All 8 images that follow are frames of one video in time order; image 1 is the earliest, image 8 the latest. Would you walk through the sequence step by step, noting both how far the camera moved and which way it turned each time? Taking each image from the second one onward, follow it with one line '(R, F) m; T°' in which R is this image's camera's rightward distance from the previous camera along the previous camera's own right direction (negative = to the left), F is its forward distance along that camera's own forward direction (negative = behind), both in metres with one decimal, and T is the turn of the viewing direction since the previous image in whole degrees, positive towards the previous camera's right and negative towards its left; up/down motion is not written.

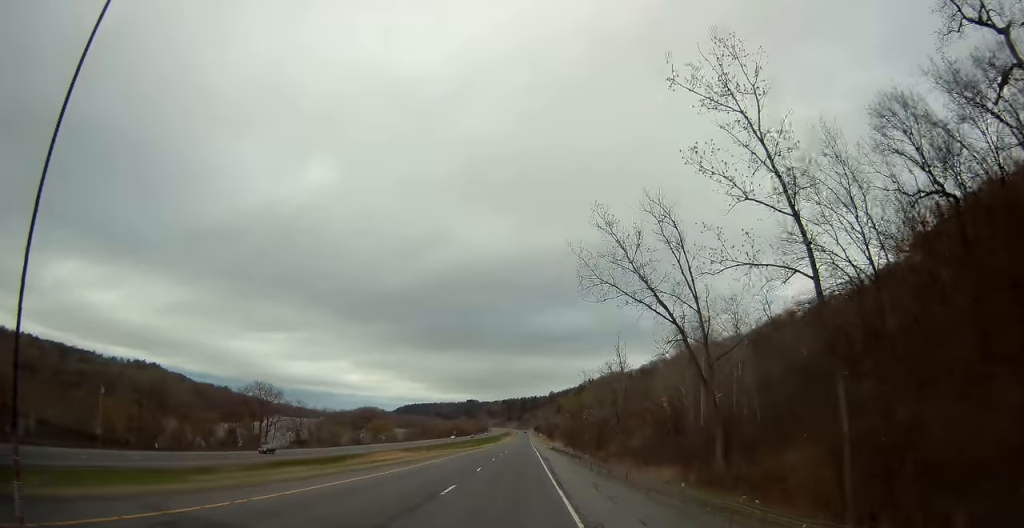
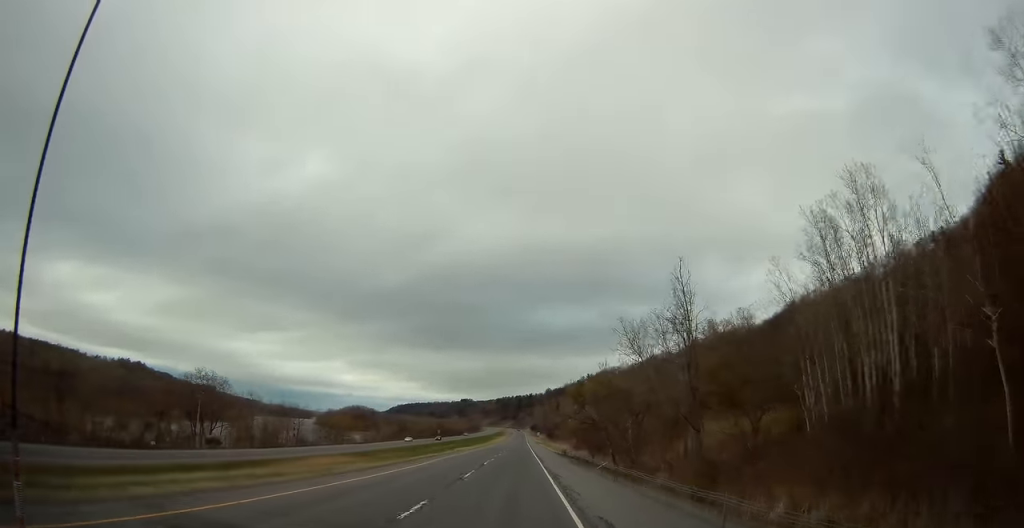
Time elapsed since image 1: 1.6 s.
(-0.4, +41.7) m; -1°
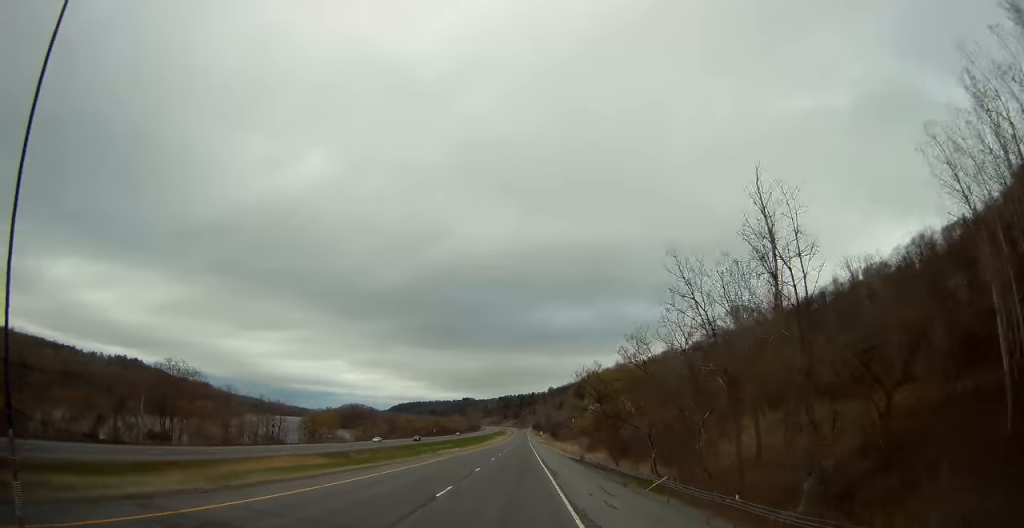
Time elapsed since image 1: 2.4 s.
(-0.2, +19.6) m; 0°
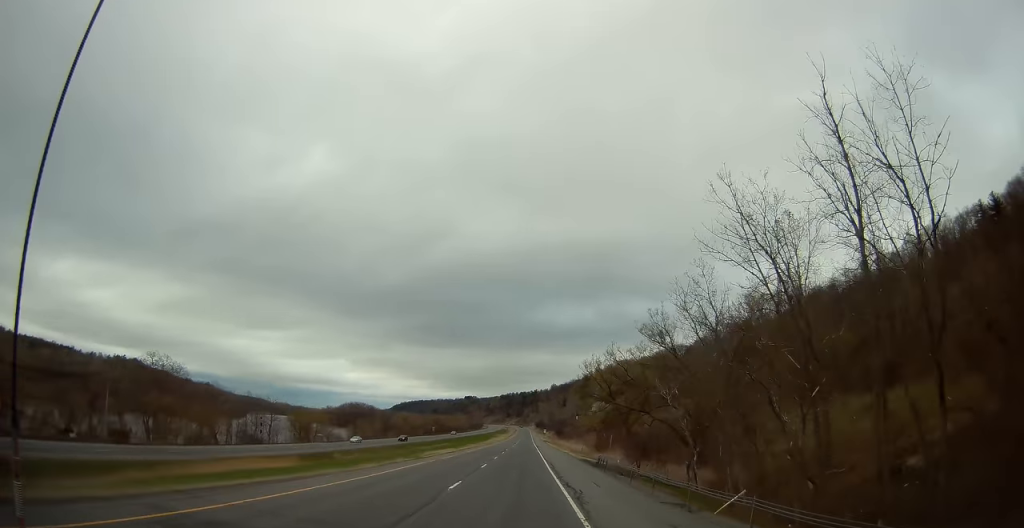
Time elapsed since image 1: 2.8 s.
(+0.1, +10.4) m; 0°
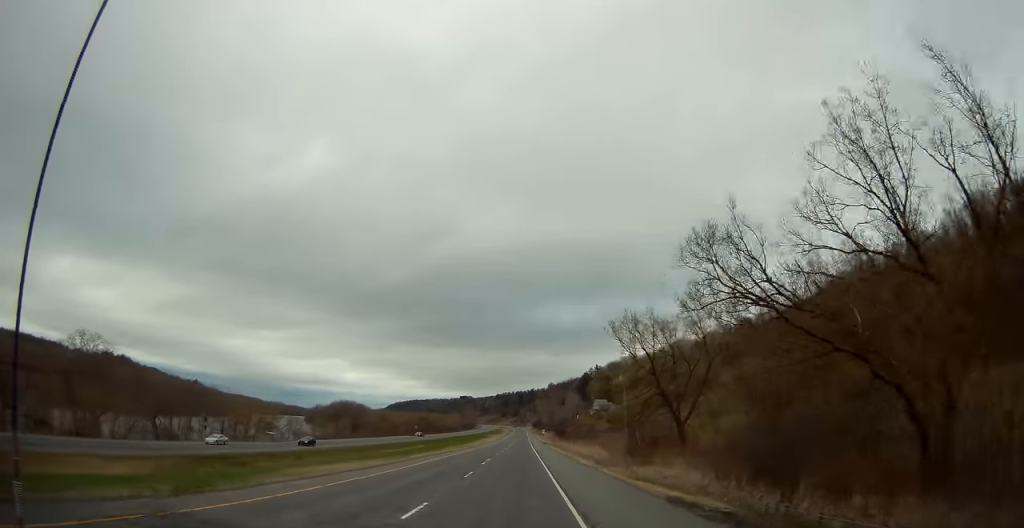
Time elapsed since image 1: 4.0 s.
(0.0, +31.2) m; 0°
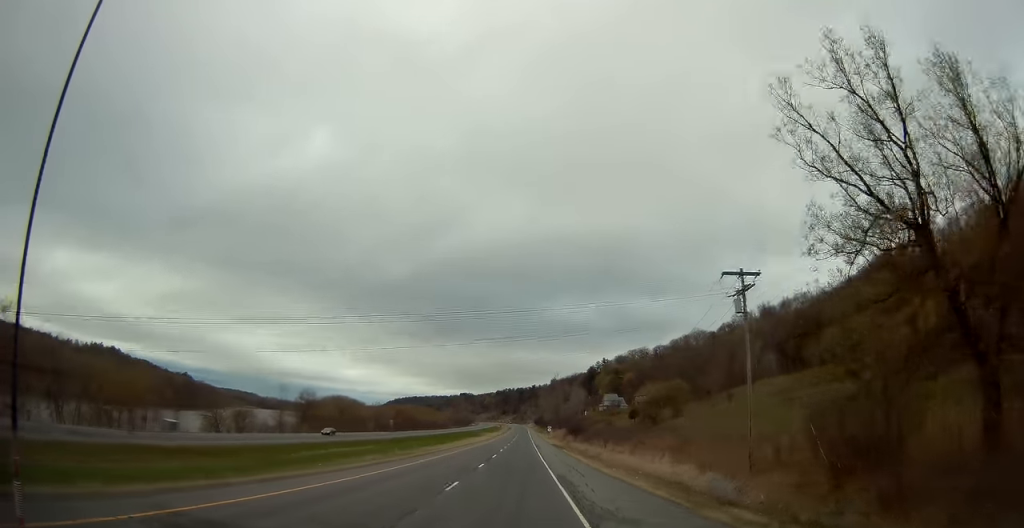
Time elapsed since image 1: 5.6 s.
(+0.3, +40.9) m; +1°
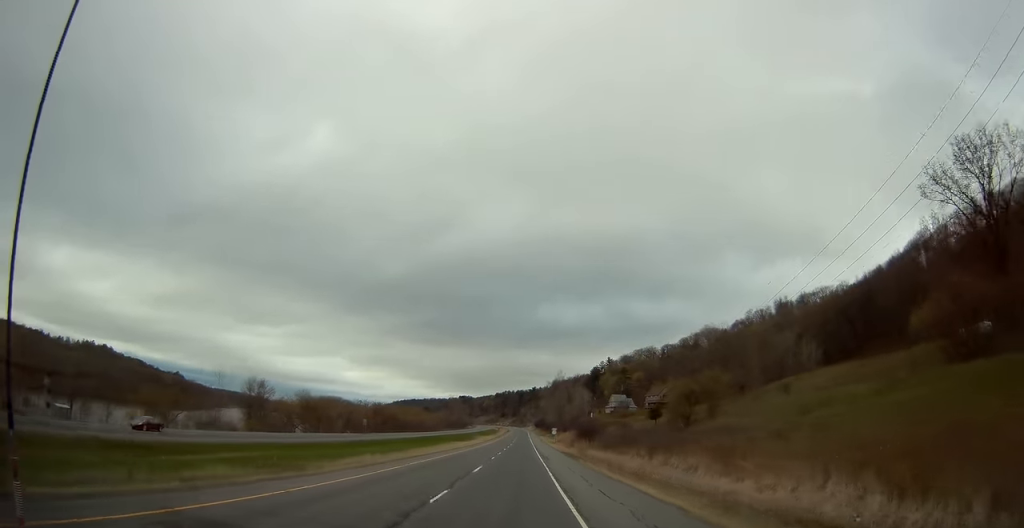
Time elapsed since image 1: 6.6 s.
(0.0, +27.7) m; 0°
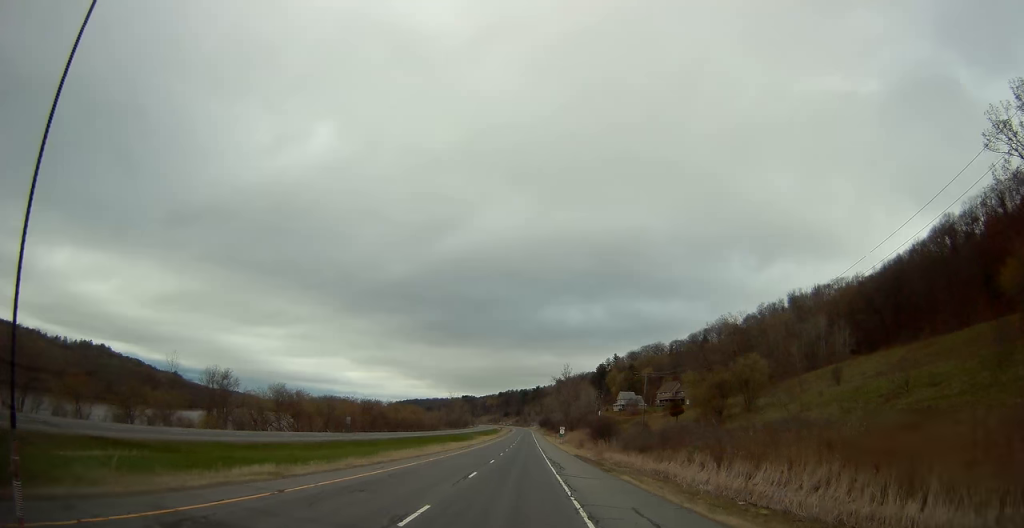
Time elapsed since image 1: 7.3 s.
(-0.1, +16.3) m; -1°
